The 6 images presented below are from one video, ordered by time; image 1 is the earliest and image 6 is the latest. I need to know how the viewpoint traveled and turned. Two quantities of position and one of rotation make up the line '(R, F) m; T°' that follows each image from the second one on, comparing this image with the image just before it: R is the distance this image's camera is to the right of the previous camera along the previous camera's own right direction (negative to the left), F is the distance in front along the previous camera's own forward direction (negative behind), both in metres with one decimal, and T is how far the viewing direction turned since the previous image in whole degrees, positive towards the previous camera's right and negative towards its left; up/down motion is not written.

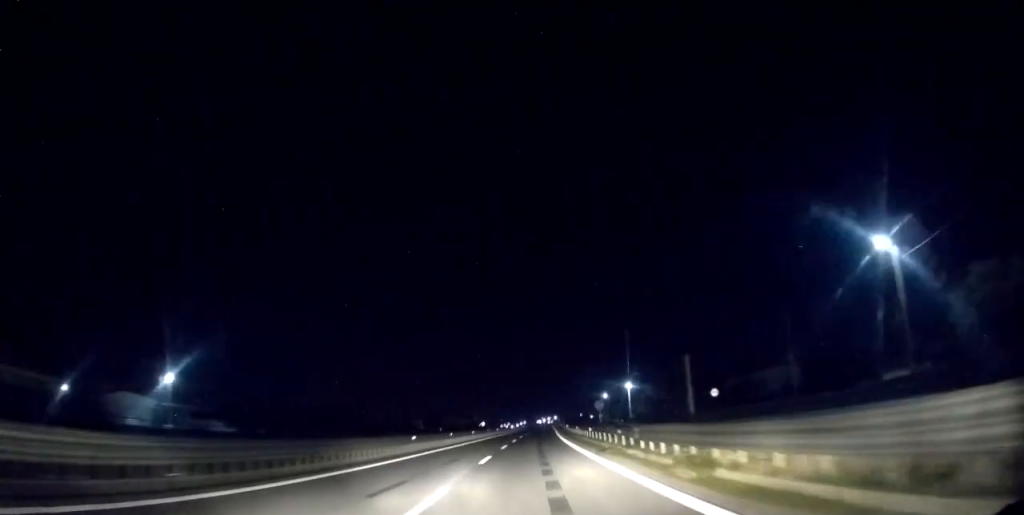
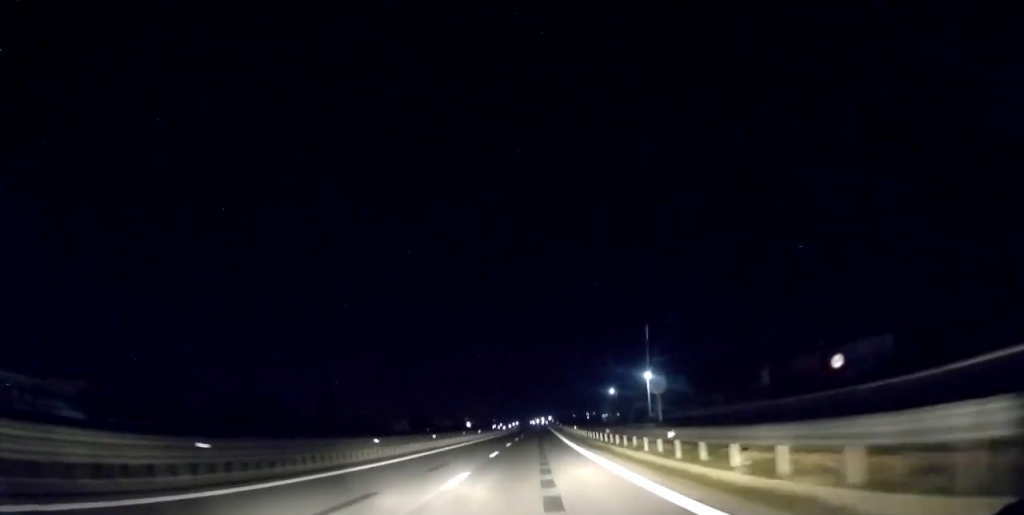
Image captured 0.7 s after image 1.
(+0.3, +20.9) m; +1°
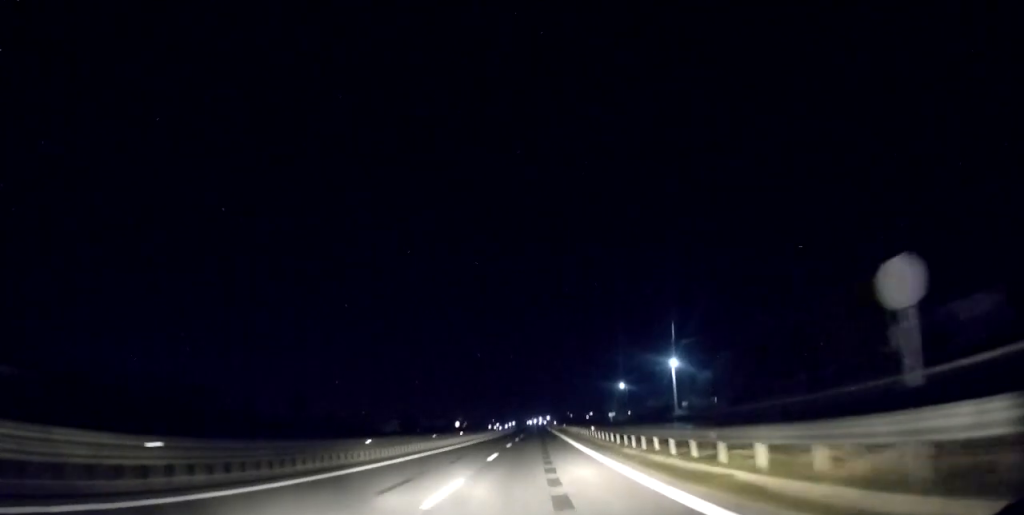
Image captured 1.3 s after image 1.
(+0.2, +15.2) m; 0°
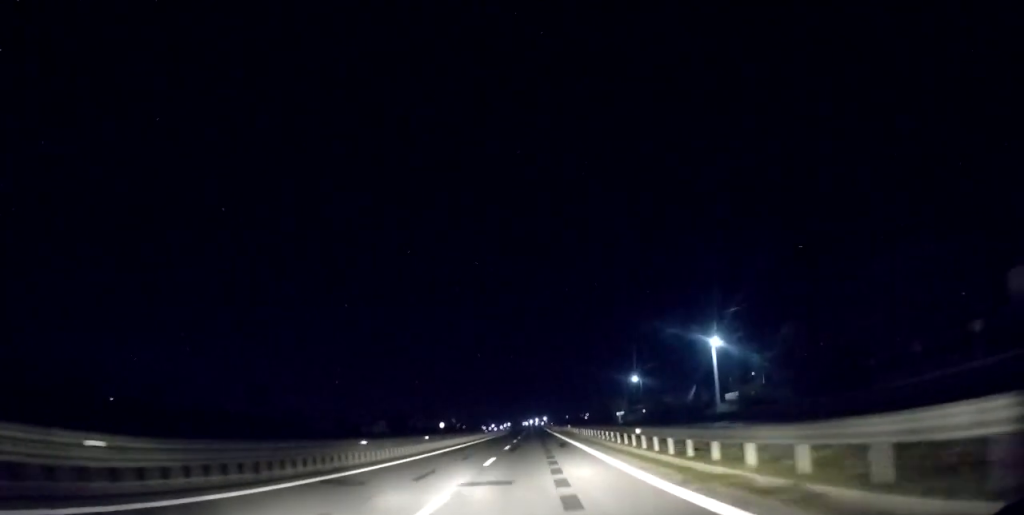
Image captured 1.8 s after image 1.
(+0.2, +15.7) m; 0°
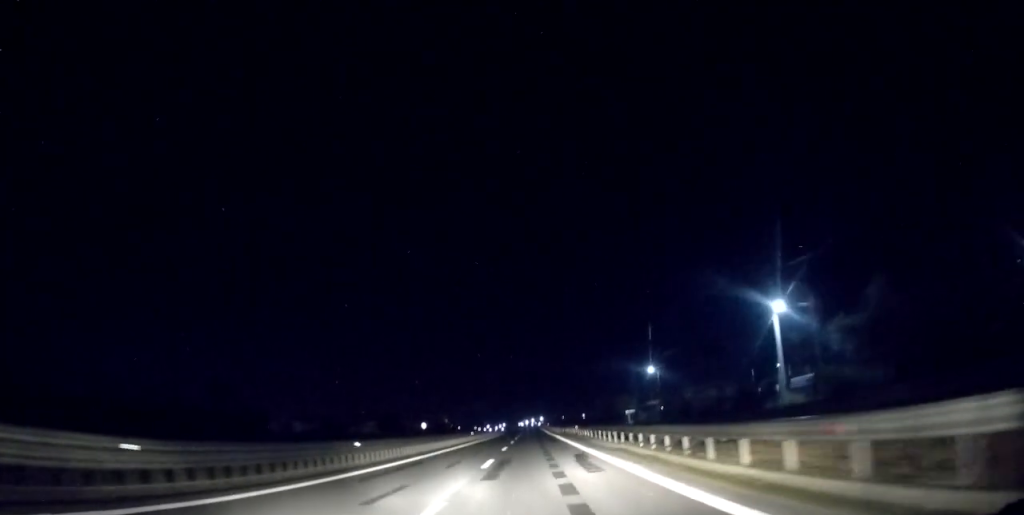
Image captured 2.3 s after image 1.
(-0.1, +13.3) m; 0°
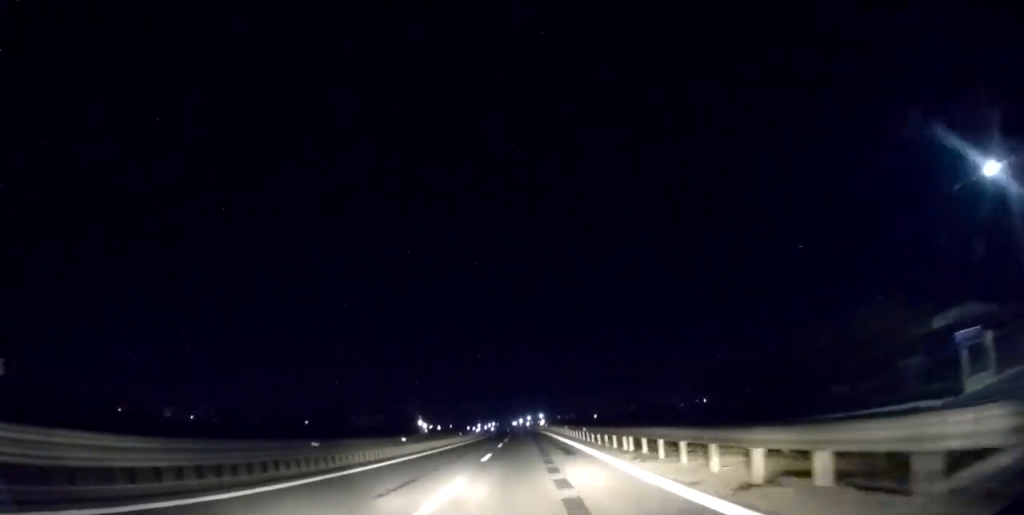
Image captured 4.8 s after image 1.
(-0.2, +71.9) m; -1°
